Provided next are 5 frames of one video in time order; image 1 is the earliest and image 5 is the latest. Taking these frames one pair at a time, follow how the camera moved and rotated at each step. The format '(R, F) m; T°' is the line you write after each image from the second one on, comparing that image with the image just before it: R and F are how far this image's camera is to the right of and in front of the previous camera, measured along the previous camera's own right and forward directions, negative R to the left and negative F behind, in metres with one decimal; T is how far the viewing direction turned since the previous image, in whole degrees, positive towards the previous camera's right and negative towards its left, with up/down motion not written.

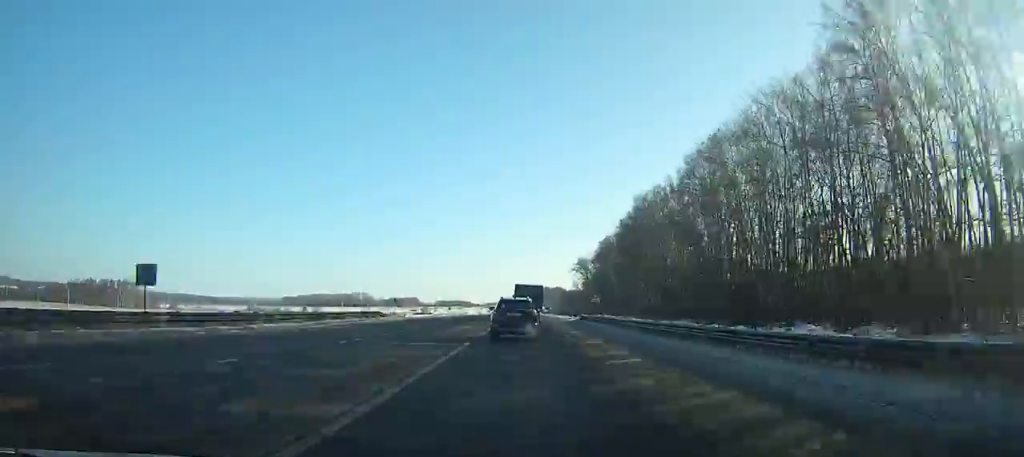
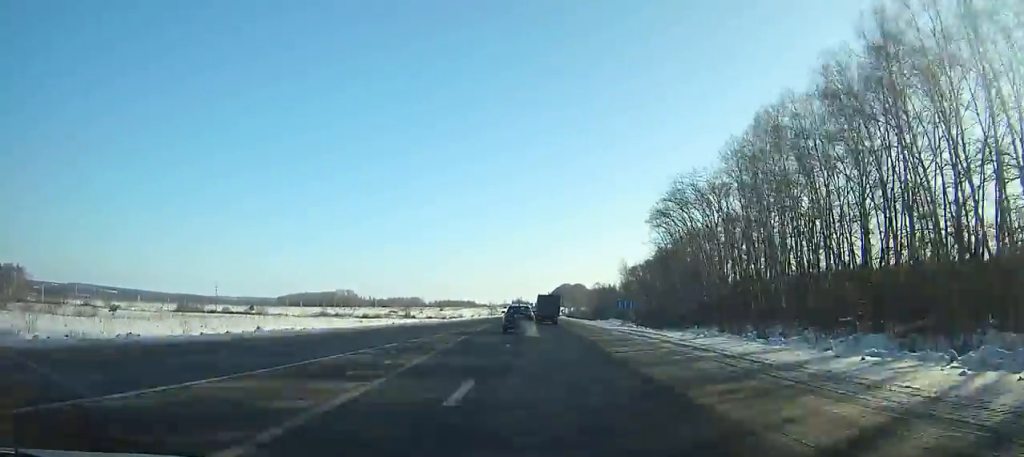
(-0.7, +147.3) m; -1°
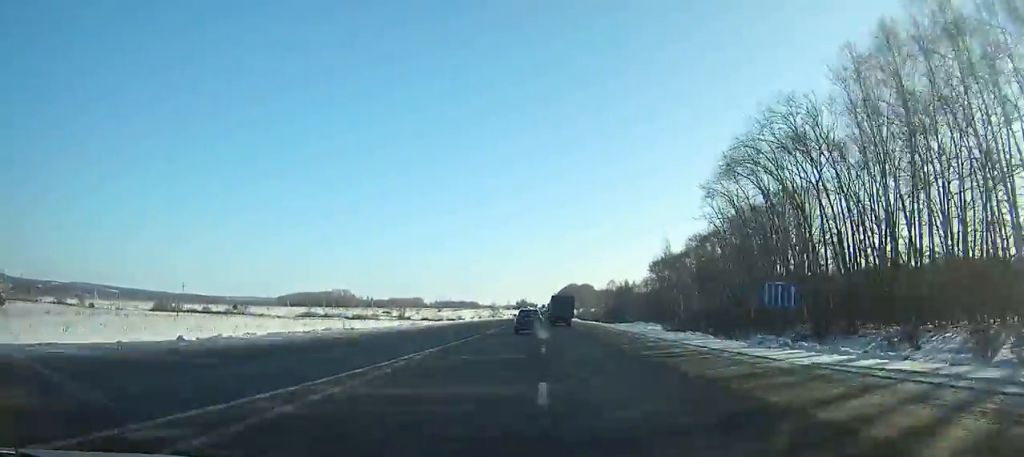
(-0.1, +35.9) m; 0°
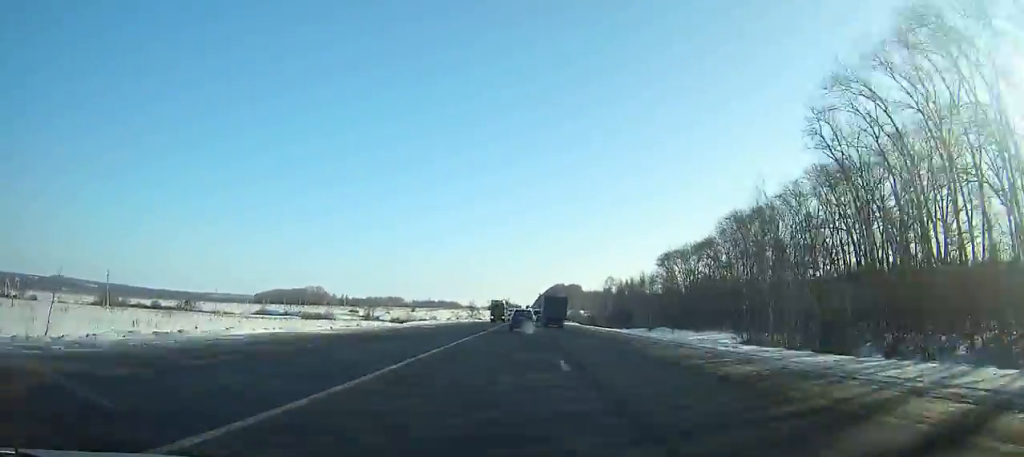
(-0.3, +41.5) m; 0°
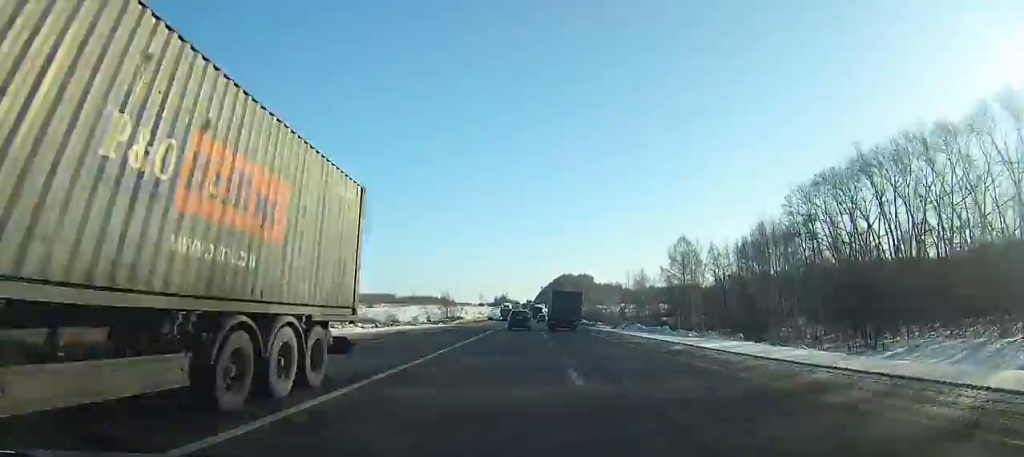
(+1.1, +108.2) m; +1°
